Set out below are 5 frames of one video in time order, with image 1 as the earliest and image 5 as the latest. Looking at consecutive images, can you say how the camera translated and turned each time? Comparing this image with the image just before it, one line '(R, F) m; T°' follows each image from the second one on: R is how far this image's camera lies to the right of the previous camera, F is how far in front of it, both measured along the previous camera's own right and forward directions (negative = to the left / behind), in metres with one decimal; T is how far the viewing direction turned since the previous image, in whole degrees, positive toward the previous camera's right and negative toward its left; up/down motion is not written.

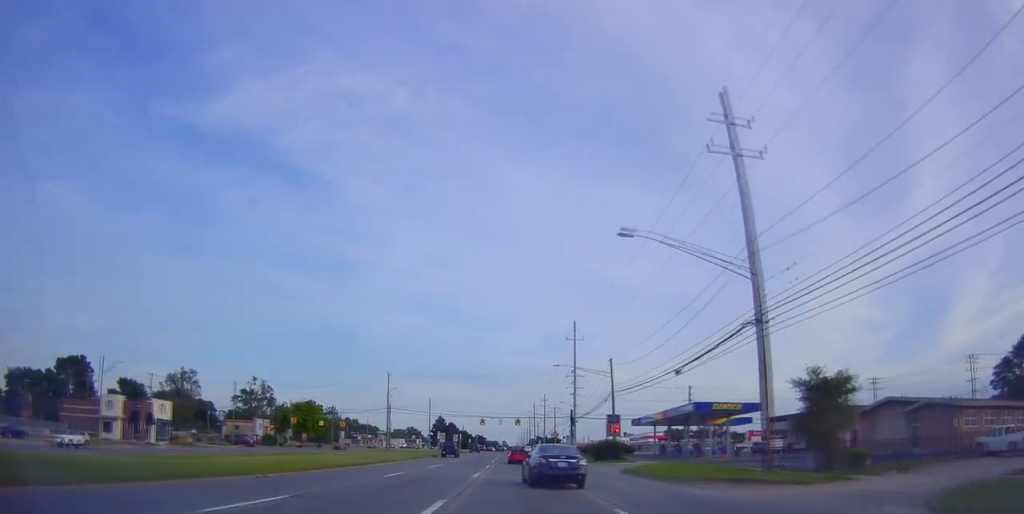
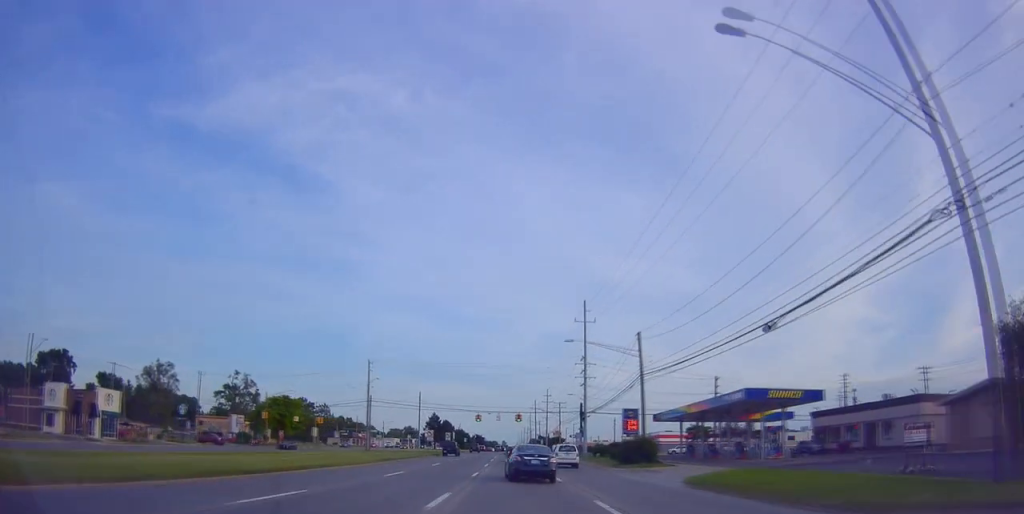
(0.0, +14.2) m; -1°
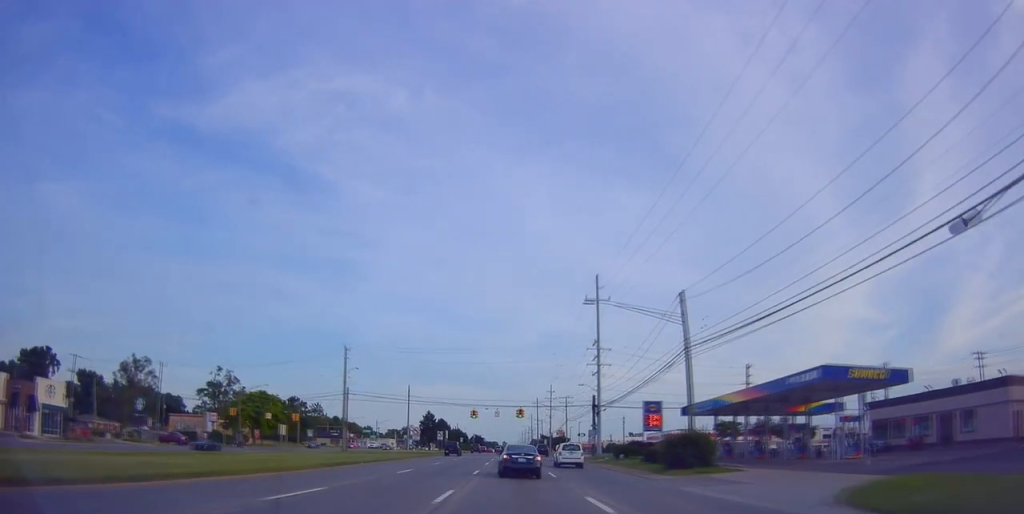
(-0.1, +13.0) m; -1°
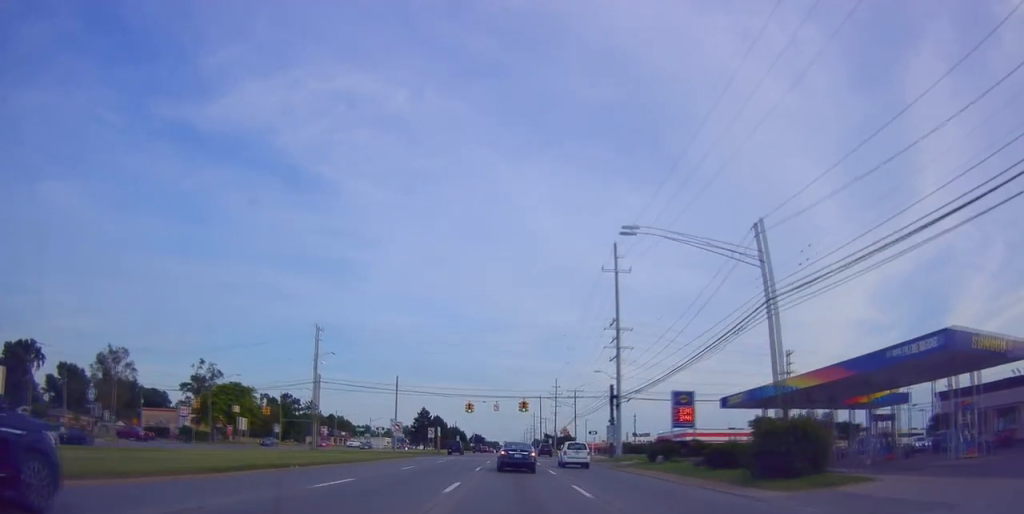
(-0.5, +12.3) m; 0°
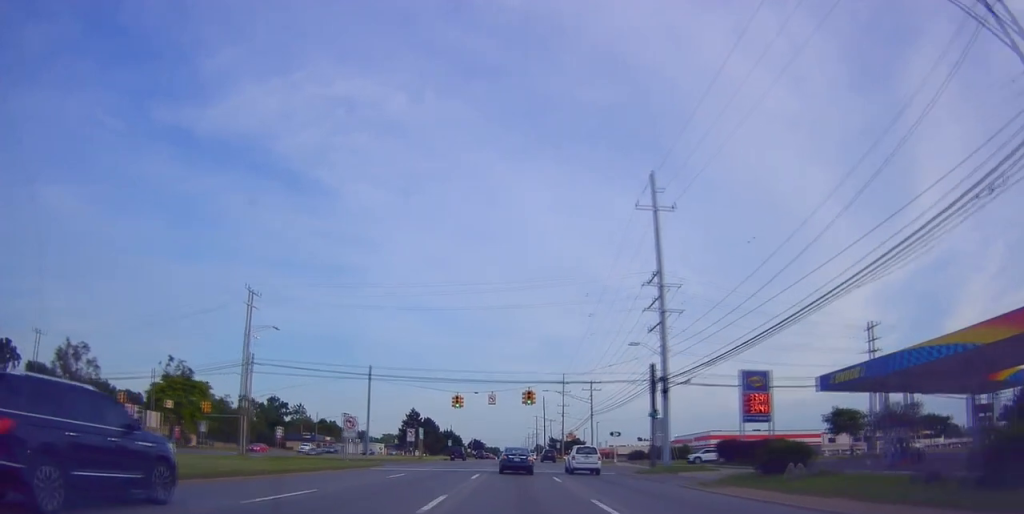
(+0.6, +18.1) m; +2°
